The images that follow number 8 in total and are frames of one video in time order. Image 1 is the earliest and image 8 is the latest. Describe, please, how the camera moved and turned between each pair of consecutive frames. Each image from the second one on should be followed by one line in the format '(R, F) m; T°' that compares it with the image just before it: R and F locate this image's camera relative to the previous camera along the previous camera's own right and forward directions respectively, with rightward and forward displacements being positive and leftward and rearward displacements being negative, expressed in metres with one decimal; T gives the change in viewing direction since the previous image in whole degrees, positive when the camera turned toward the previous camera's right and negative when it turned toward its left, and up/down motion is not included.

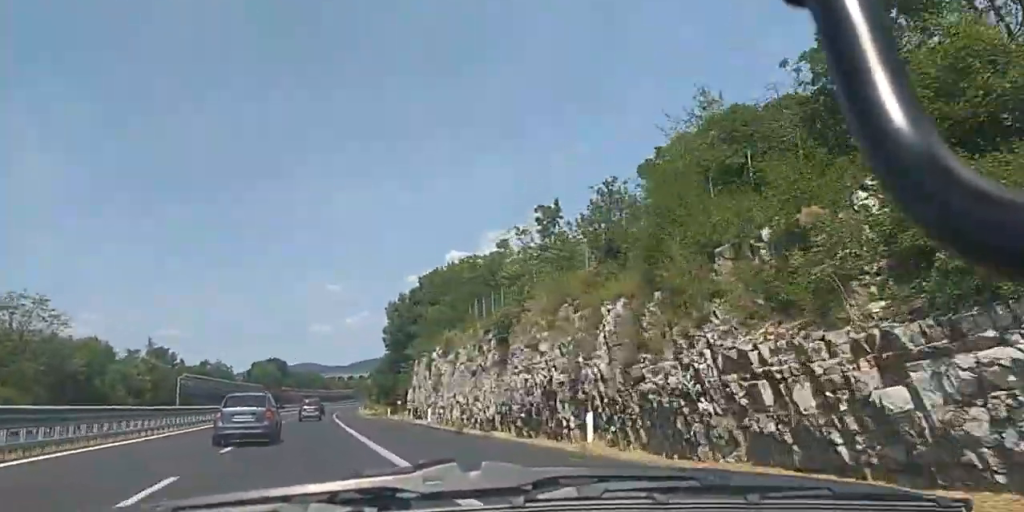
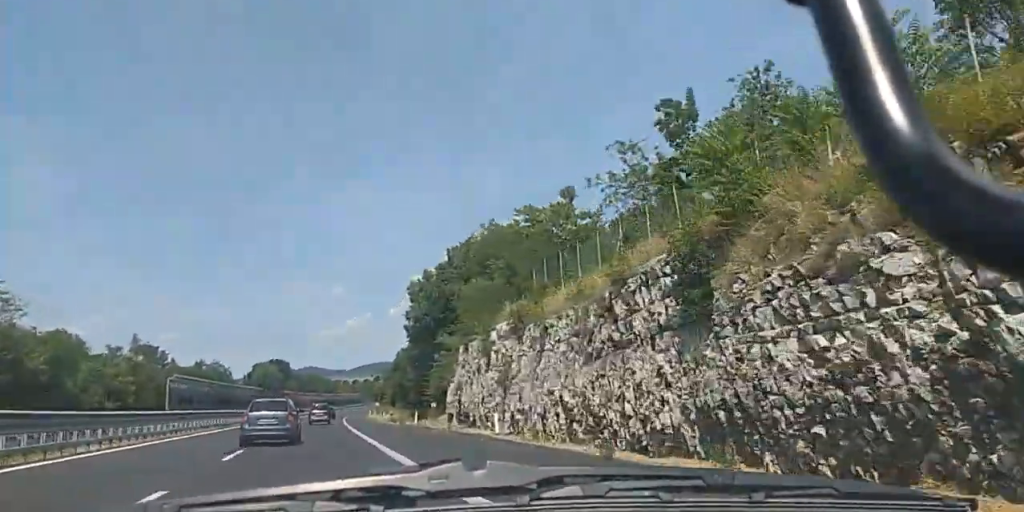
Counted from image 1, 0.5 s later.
(0.0, +14.4) m; 0°
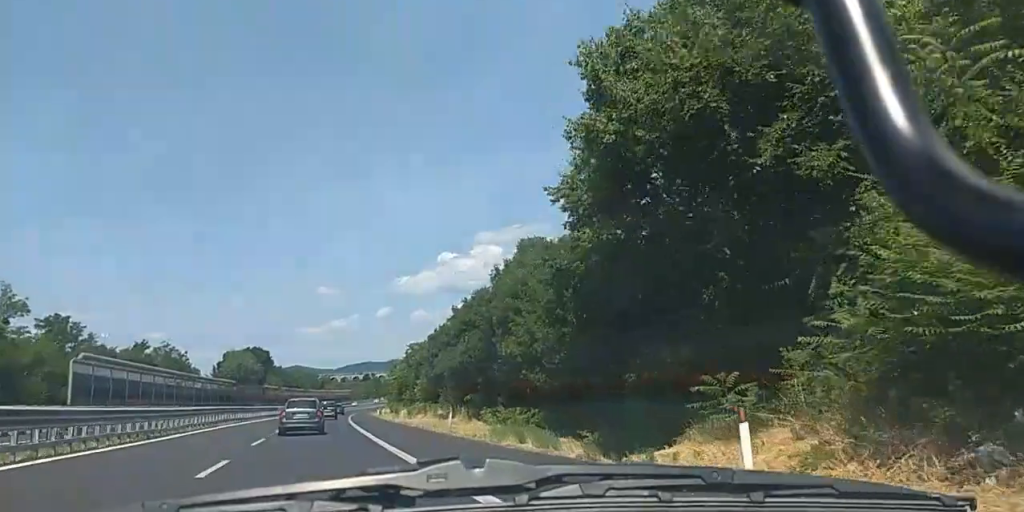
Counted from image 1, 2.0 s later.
(+0.3, +41.5) m; +1°
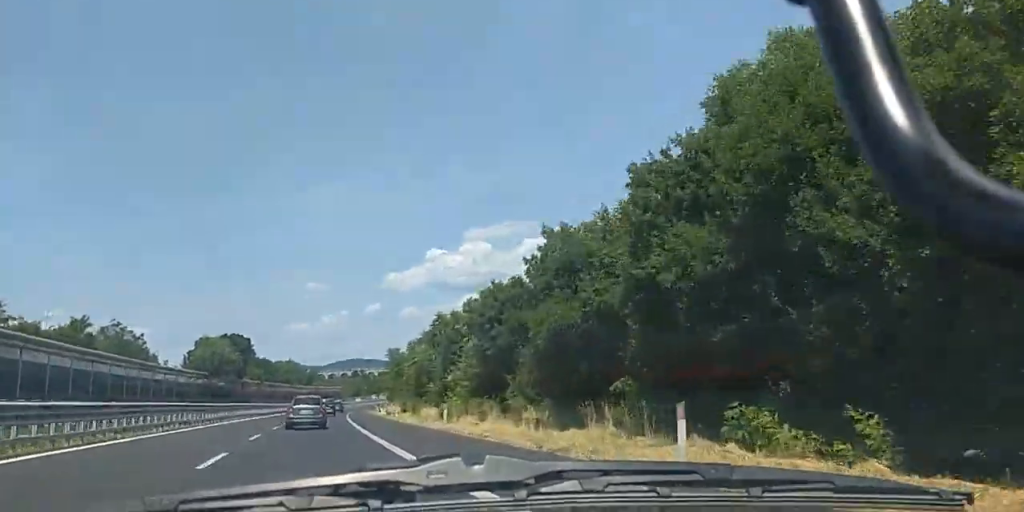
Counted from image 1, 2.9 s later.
(0.0, +24.1) m; 0°
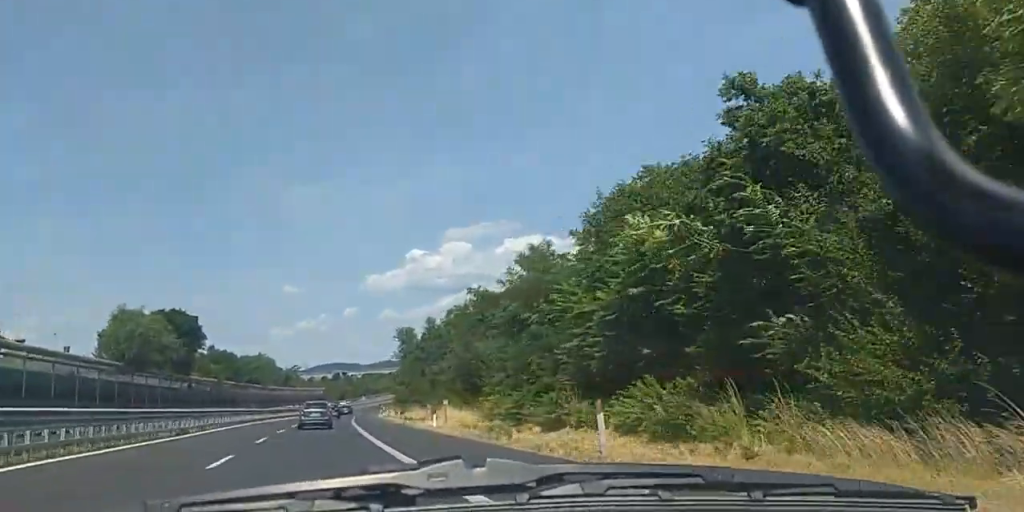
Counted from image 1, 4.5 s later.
(+0.6, +46.4) m; +2°
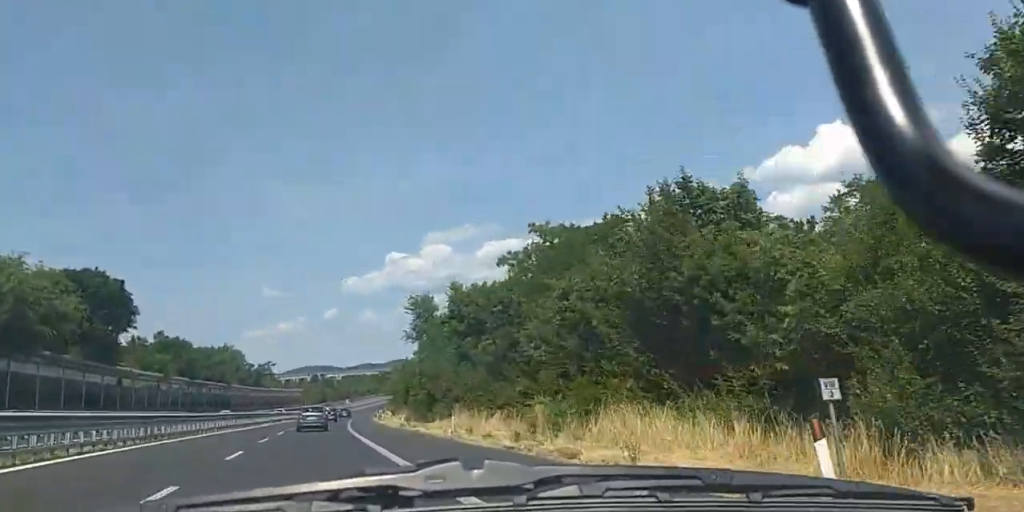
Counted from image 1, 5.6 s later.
(+0.2, +32.5) m; 0°
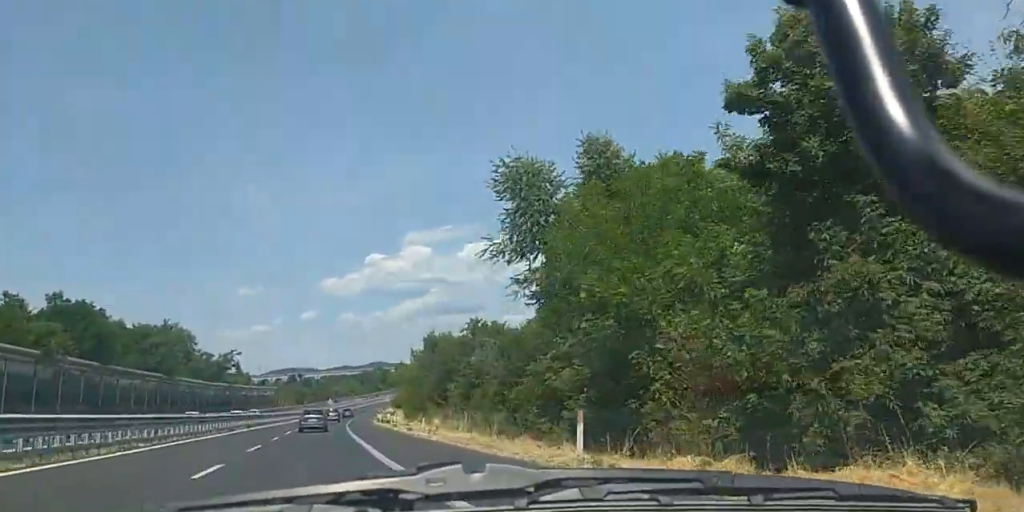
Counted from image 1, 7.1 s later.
(+0.6, +42.0) m; +2°
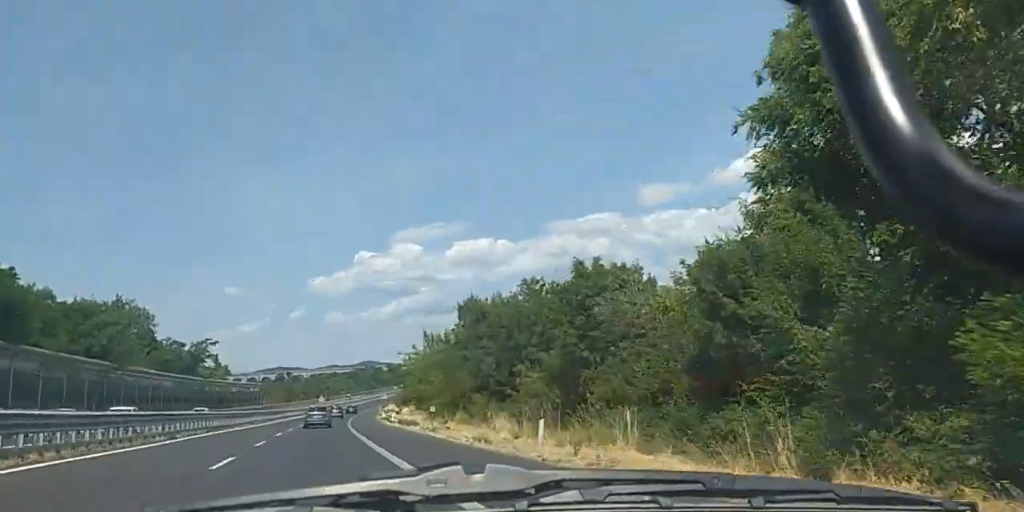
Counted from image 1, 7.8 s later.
(+0.3, +22.2) m; +1°
